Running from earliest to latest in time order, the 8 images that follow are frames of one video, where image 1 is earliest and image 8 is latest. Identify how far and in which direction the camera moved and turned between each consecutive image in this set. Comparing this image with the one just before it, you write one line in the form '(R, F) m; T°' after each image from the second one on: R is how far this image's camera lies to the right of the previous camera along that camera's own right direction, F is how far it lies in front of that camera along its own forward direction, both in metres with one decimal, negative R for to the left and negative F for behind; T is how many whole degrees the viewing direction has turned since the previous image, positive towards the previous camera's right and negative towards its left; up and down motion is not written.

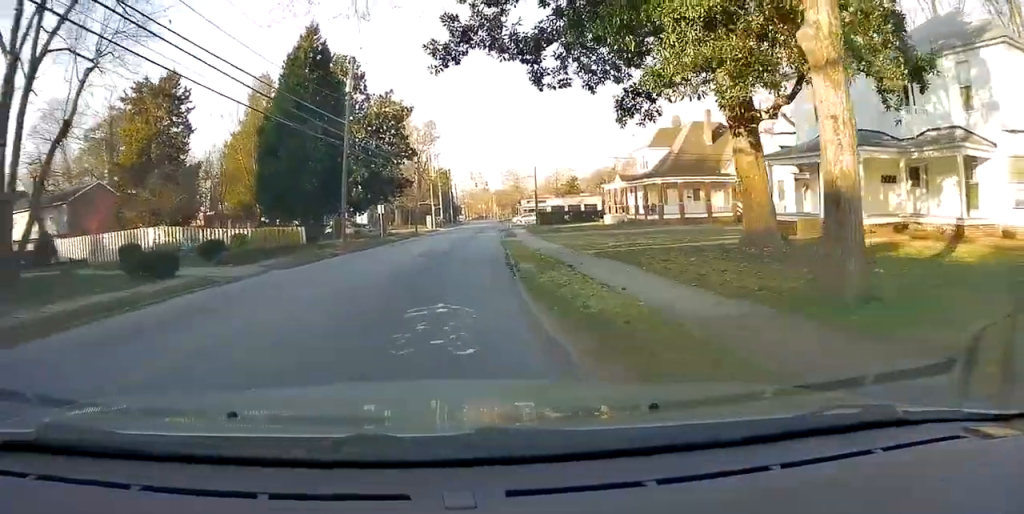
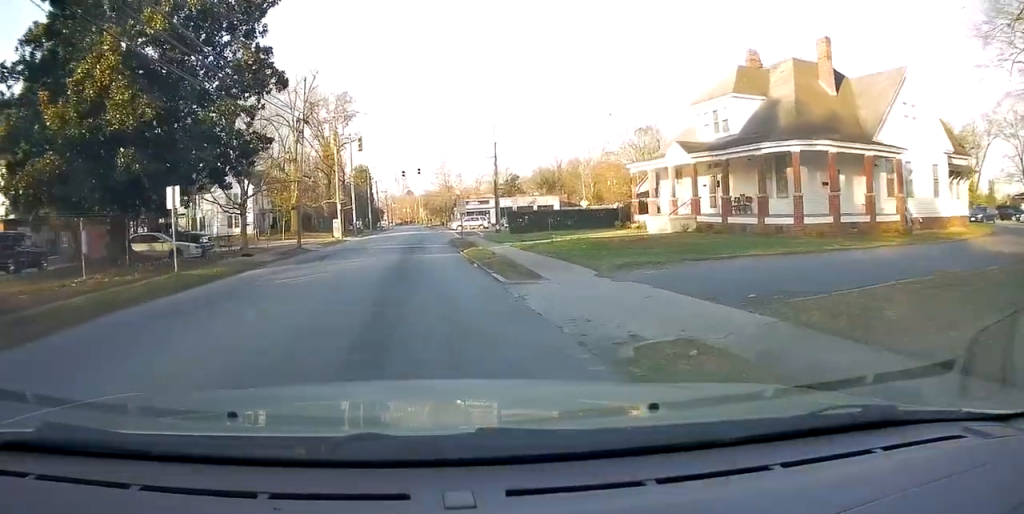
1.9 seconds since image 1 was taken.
(+1.0, +27.0) m; +5°
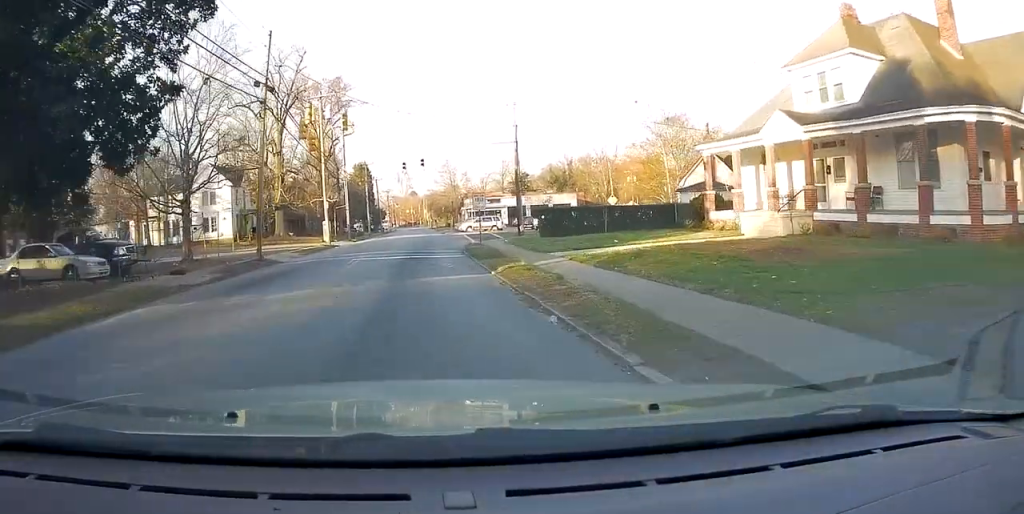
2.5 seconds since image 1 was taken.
(+0.2, +9.0) m; +1°
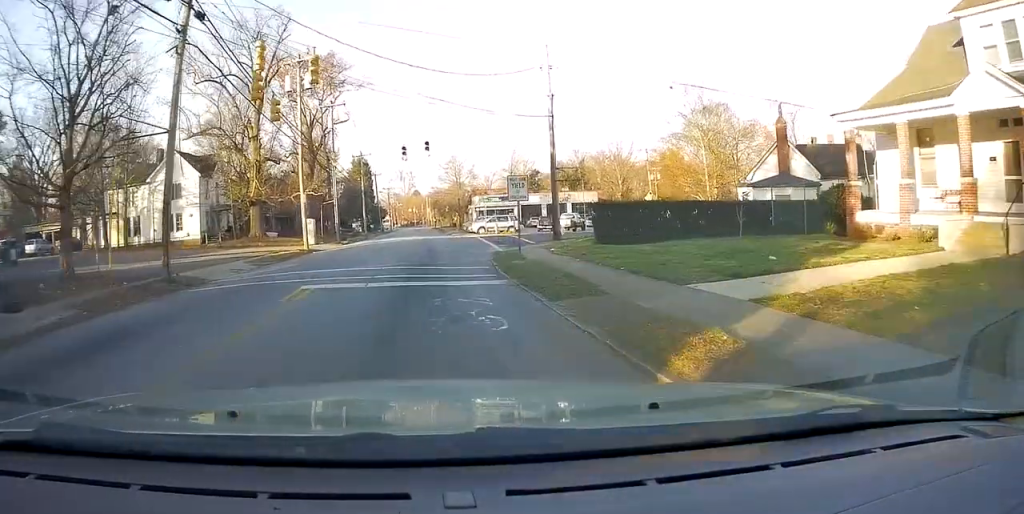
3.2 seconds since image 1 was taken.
(+0.1, +9.5) m; +1°
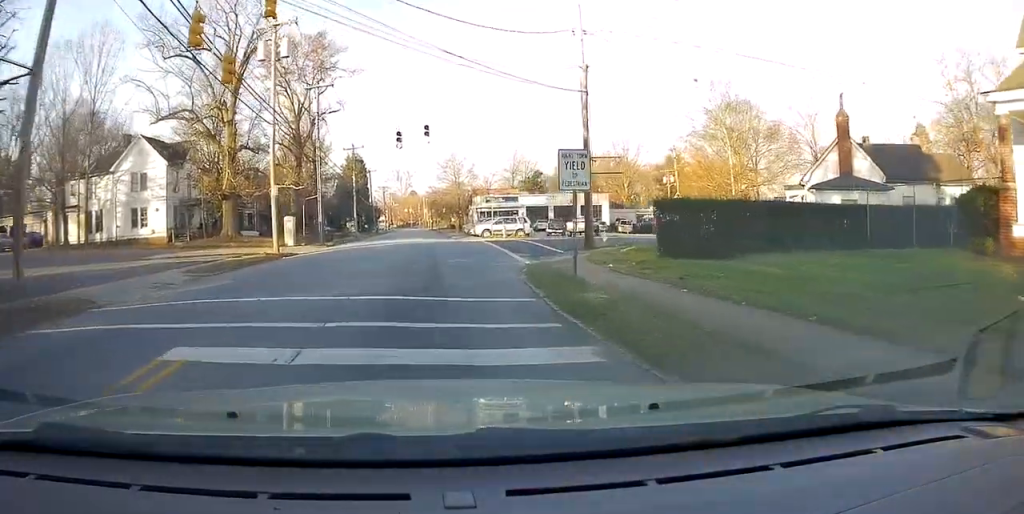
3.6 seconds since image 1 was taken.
(0.0, +6.2) m; 0°
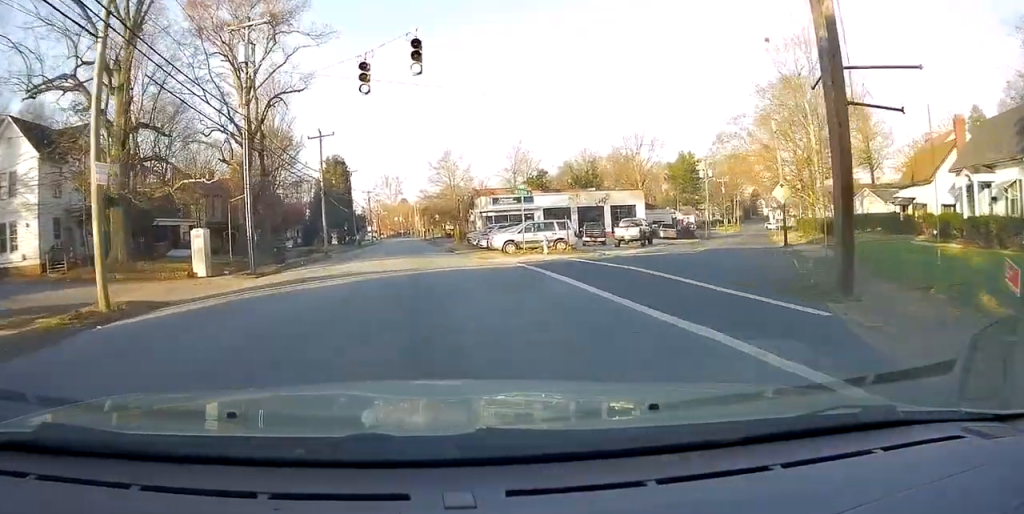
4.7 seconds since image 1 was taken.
(+0.2, +15.0) m; 0°
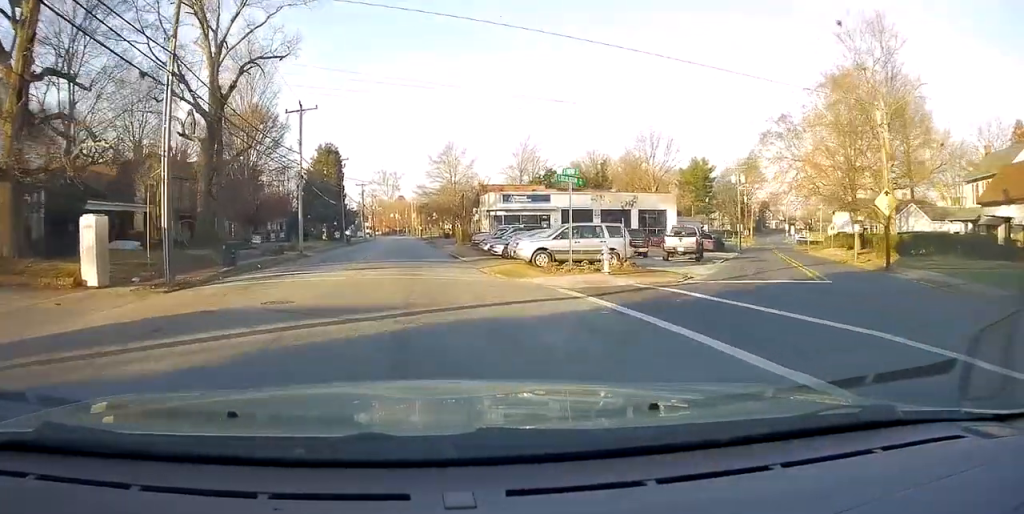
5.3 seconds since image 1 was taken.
(0.0, +8.0) m; 0°
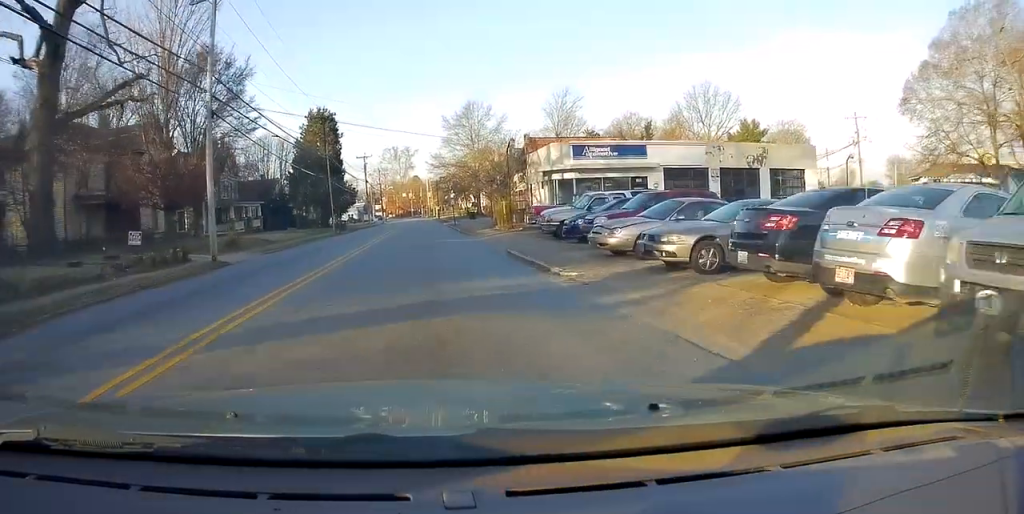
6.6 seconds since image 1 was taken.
(-0.2, +17.5) m; -1°
